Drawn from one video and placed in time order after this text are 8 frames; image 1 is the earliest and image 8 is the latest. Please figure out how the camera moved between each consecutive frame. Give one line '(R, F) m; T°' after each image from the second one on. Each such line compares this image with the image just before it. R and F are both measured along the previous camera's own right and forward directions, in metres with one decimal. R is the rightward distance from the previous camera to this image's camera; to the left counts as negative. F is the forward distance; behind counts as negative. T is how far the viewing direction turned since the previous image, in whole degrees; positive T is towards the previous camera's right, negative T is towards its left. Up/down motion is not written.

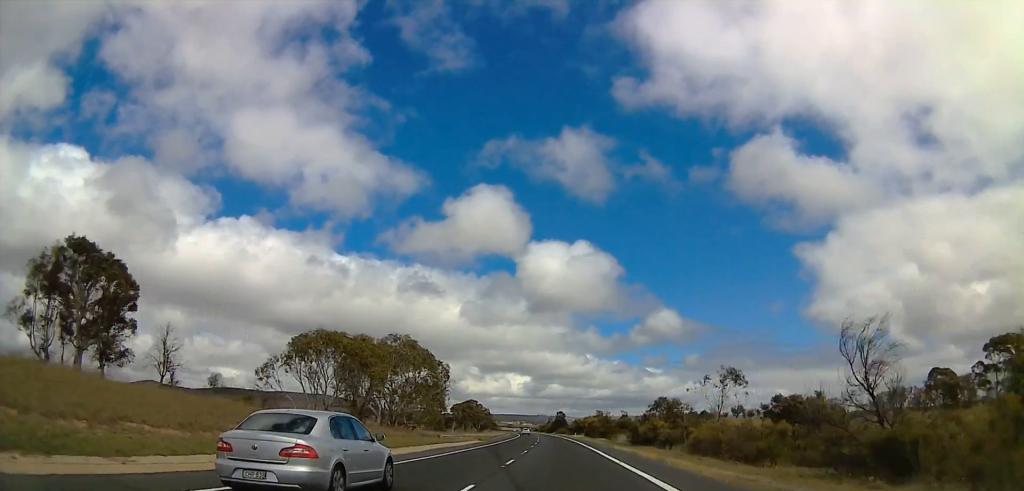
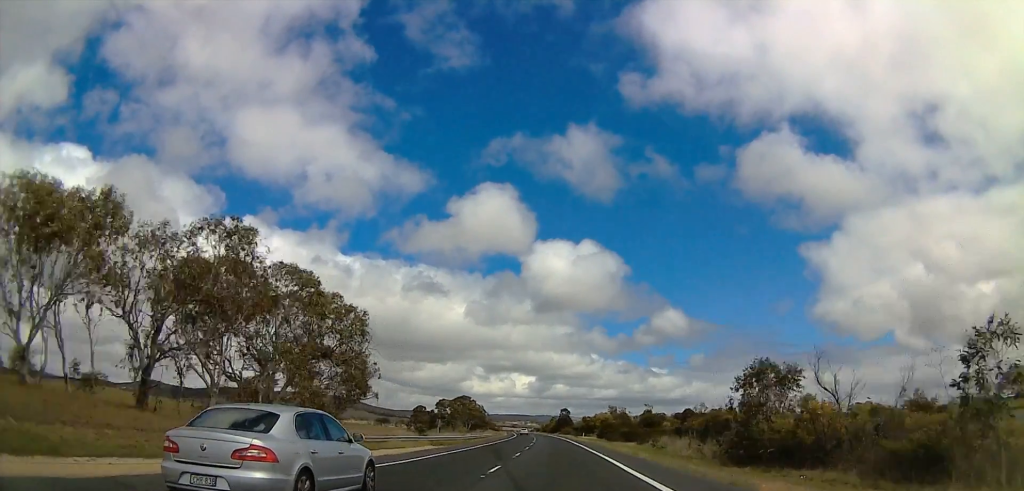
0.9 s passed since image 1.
(-0.7, +28.5) m; -2°
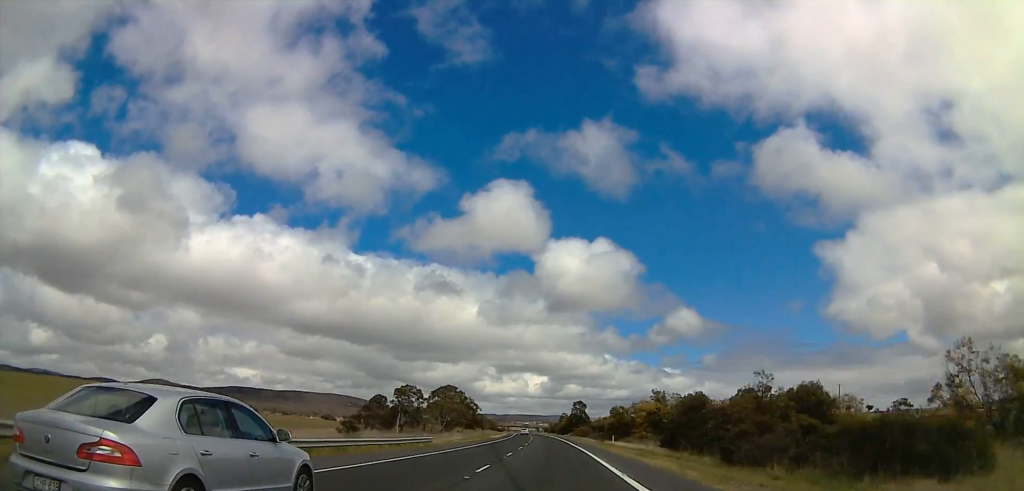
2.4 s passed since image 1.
(-0.7, +47.7) m; -1°
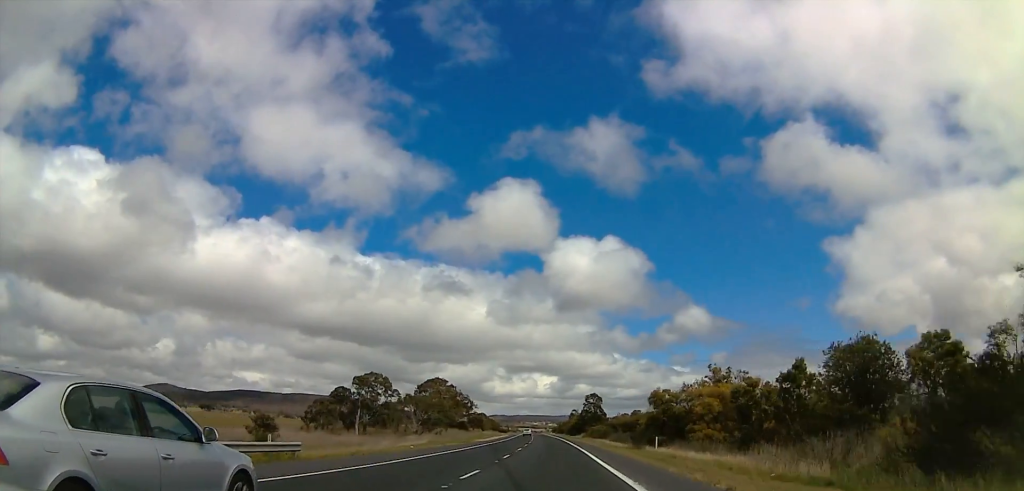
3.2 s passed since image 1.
(0.0, +26.5) m; 0°
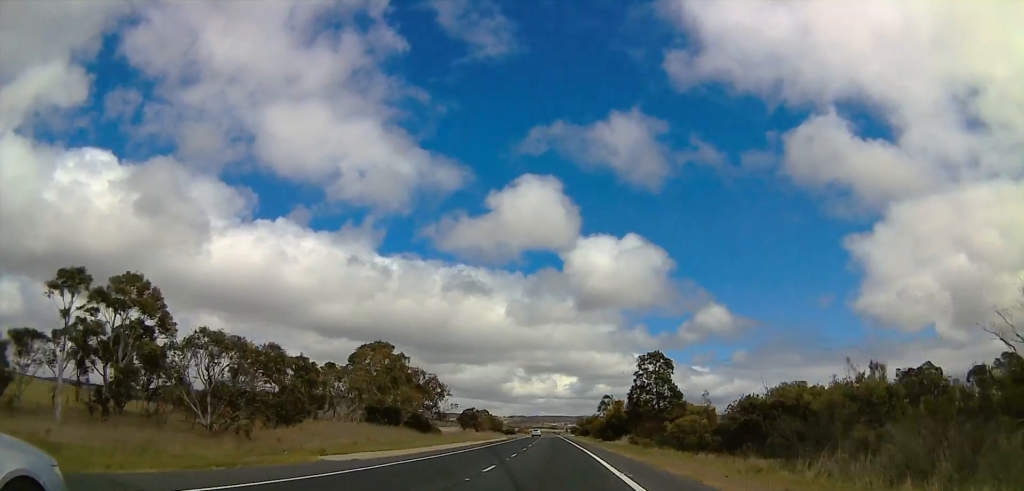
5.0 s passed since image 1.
(0.0, +57.0) m; -3°
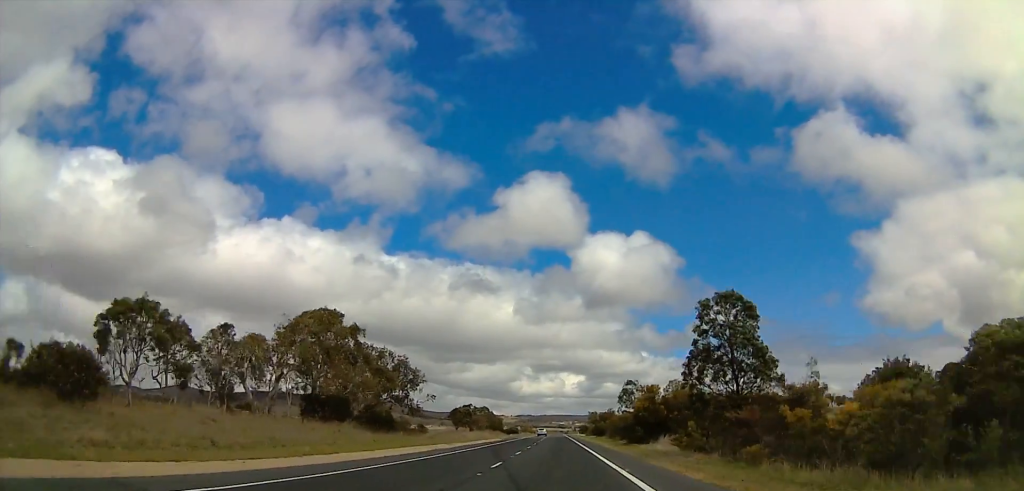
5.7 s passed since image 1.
(-0.9, +22.1) m; -1°
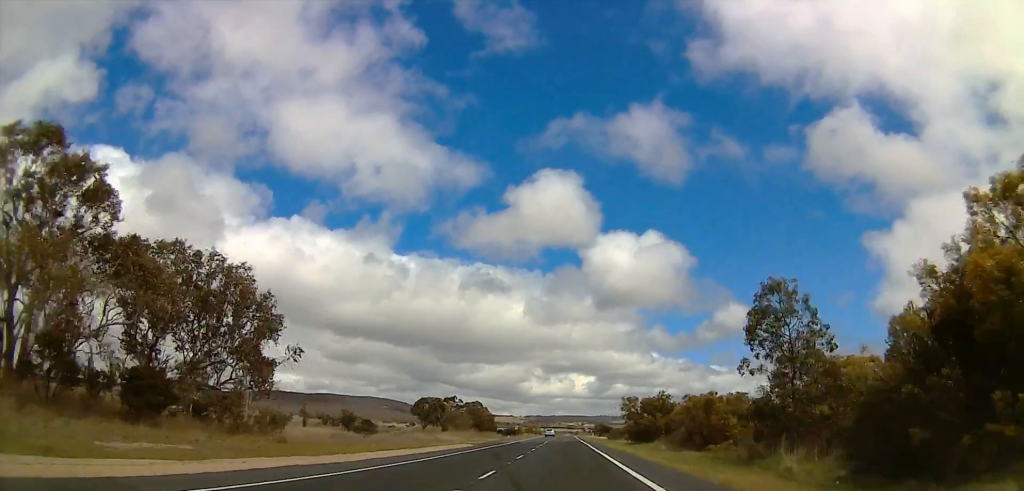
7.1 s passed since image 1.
(+0.7, +41.1) m; +1°
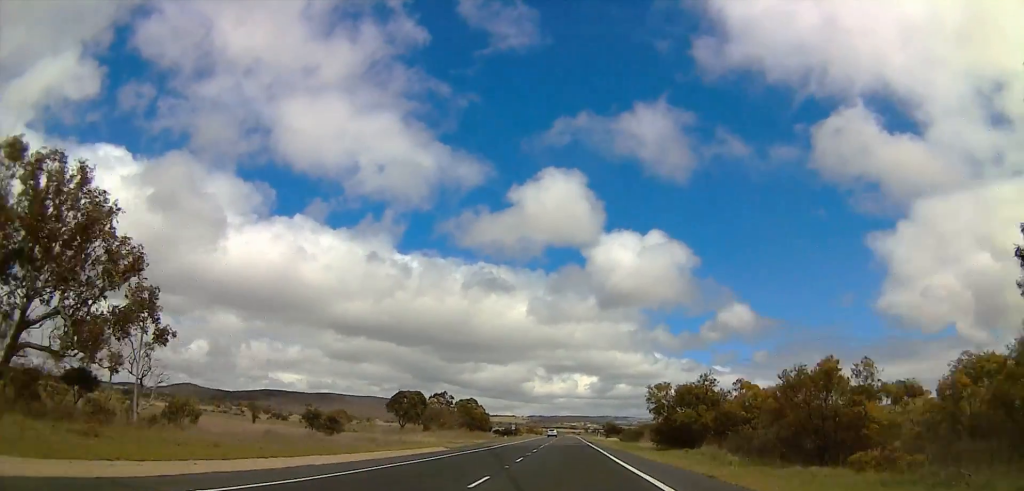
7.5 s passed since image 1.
(-0.2, +14.9) m; 0°
